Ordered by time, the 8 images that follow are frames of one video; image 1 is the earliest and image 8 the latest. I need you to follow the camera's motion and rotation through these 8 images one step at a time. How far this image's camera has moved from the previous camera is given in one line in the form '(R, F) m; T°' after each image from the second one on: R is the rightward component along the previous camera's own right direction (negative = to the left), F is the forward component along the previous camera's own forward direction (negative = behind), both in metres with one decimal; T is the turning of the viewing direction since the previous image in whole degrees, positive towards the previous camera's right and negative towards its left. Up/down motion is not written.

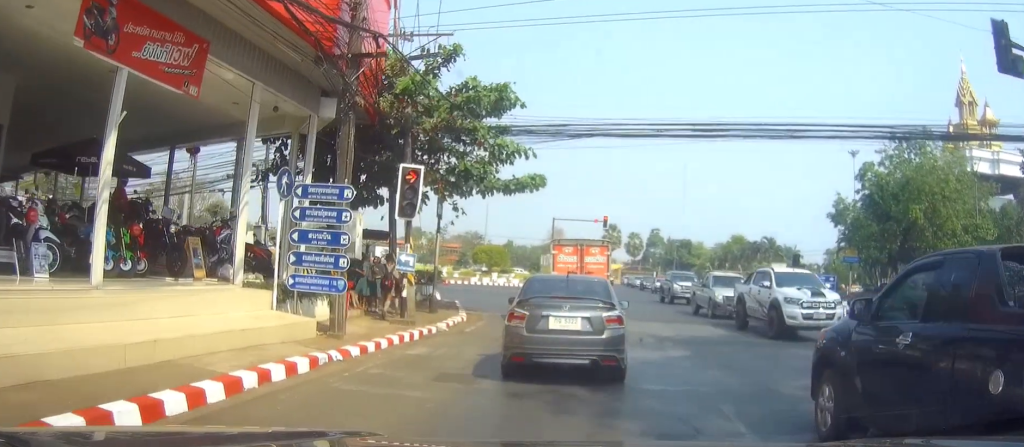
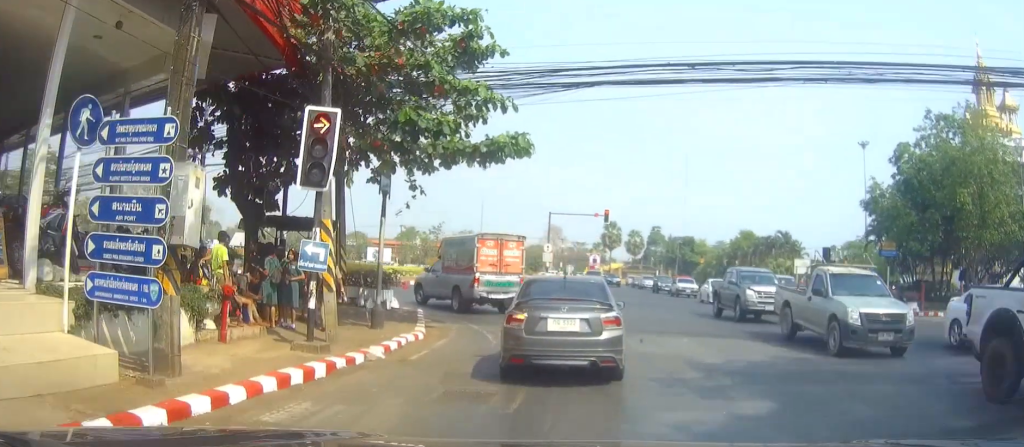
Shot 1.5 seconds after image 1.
(-0.1, +5.6) m; +1°
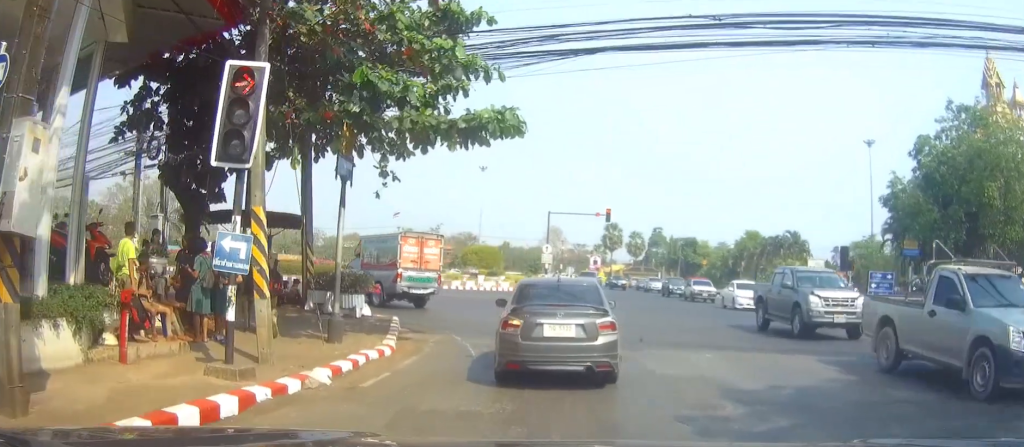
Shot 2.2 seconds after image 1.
(+0.1, +2.7) m; +2°
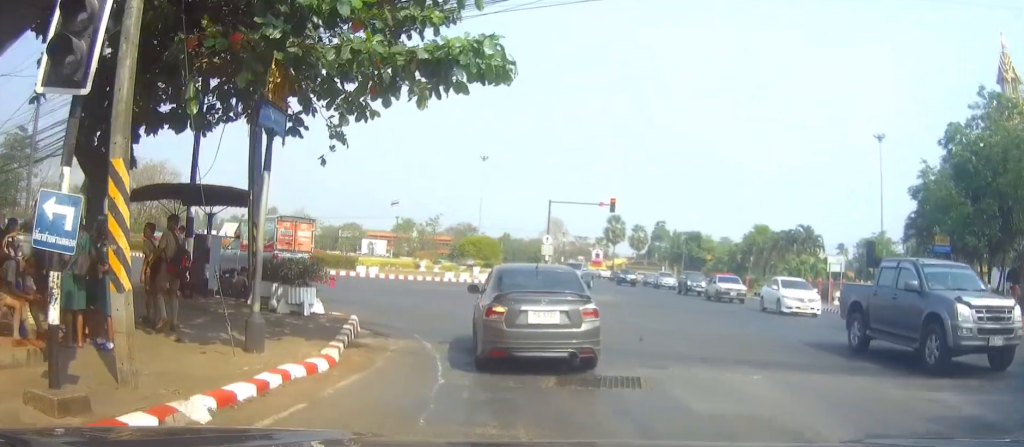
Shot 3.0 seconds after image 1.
(0.0, +3.5) m; +2°
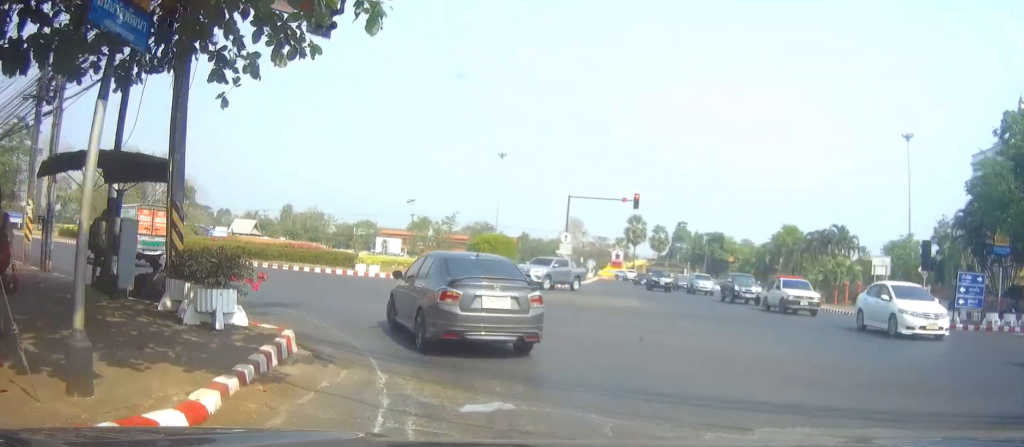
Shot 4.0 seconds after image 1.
(+0.2, +4.2) m; +2°
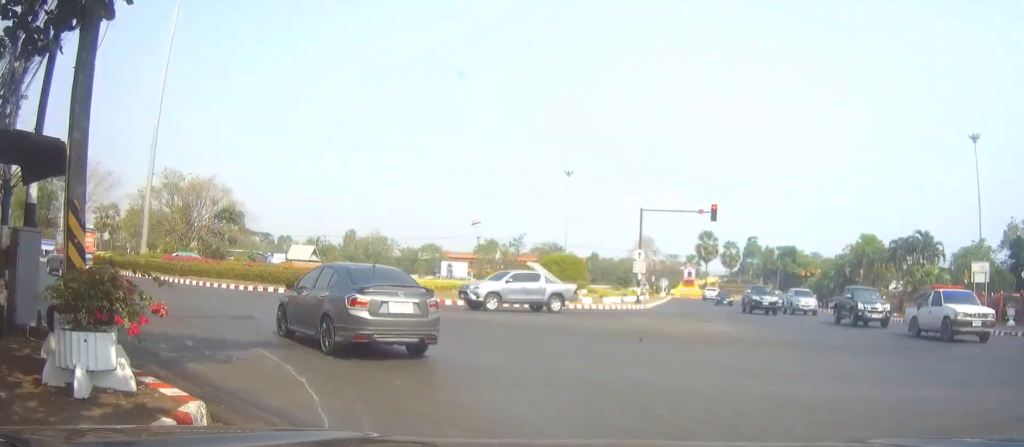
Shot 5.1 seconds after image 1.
(-0.1, +4.6) m; -5°
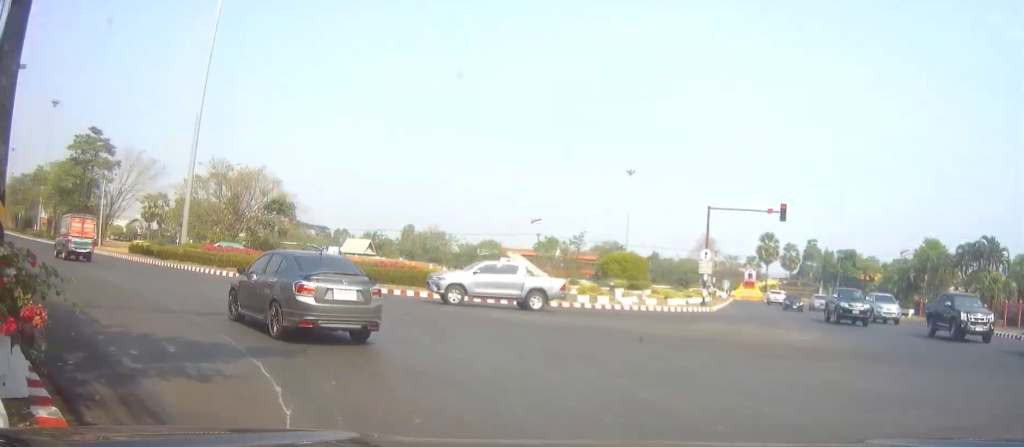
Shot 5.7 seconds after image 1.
(-0.1, +2.4) m; -5°
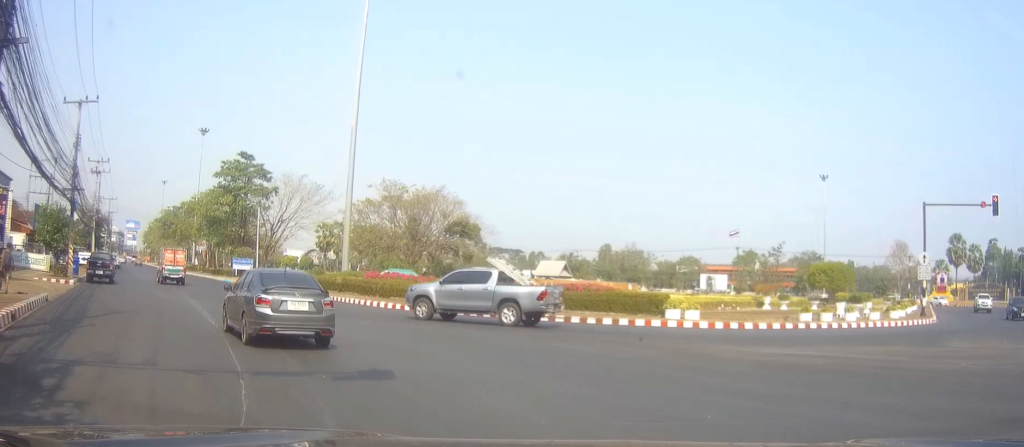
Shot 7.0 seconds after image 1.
(-0.5, +5.7) m; -17°
